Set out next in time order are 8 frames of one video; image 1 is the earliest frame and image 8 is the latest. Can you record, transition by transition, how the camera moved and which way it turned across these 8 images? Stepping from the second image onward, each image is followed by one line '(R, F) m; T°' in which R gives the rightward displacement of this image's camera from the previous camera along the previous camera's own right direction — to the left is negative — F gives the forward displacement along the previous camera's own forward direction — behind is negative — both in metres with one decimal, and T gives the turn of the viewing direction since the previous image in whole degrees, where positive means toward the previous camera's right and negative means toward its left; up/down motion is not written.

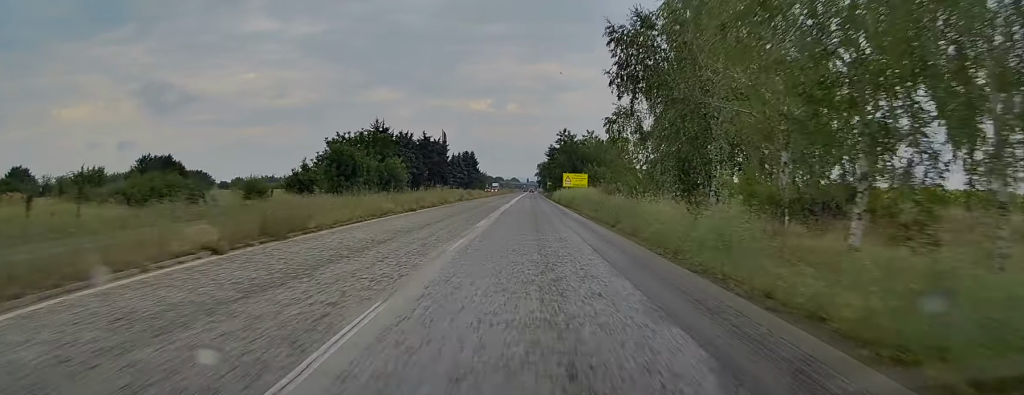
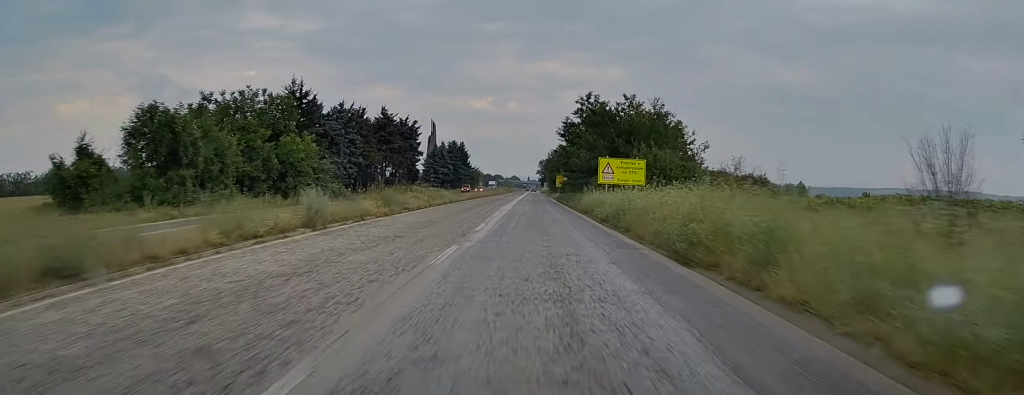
(0.0, +38.7) m; 0°
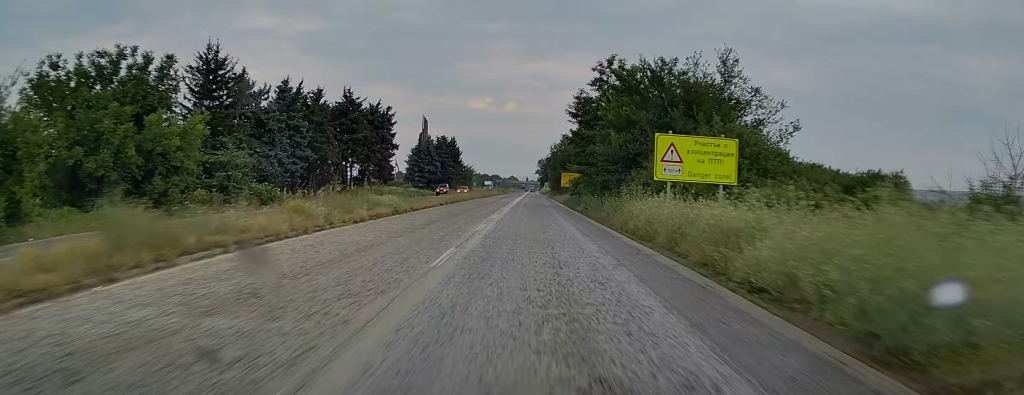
(0.0, +18.6) m; 0°
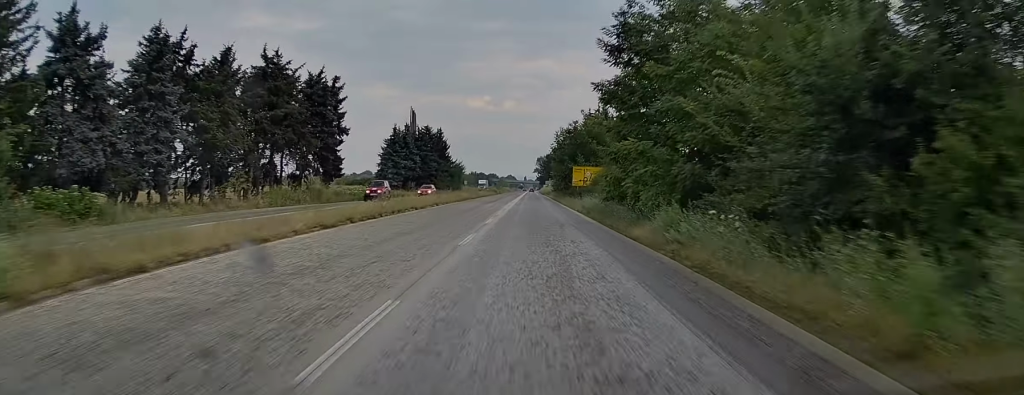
(0.0, +23.1) m; 0°
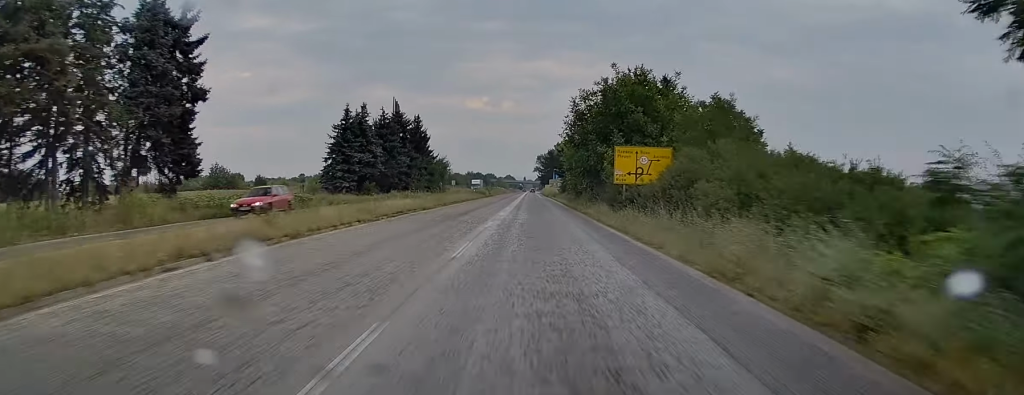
(+0.1, +28.2) m; 0°
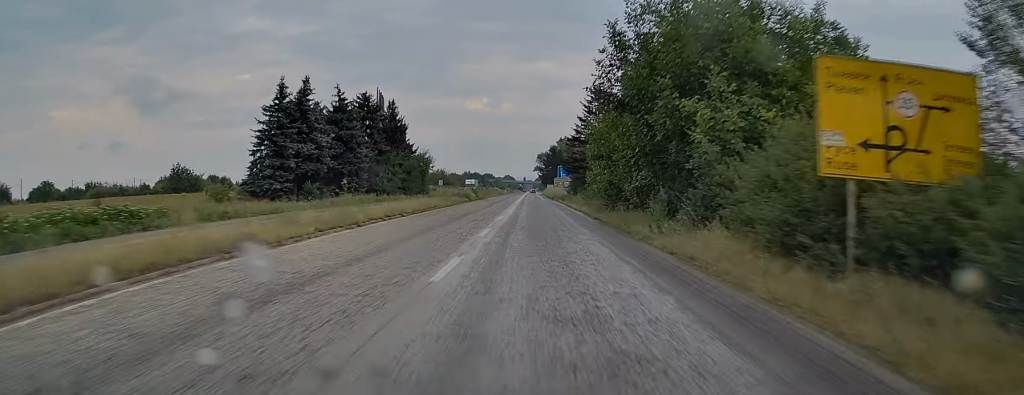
(0.0, +21.4) m; +1°
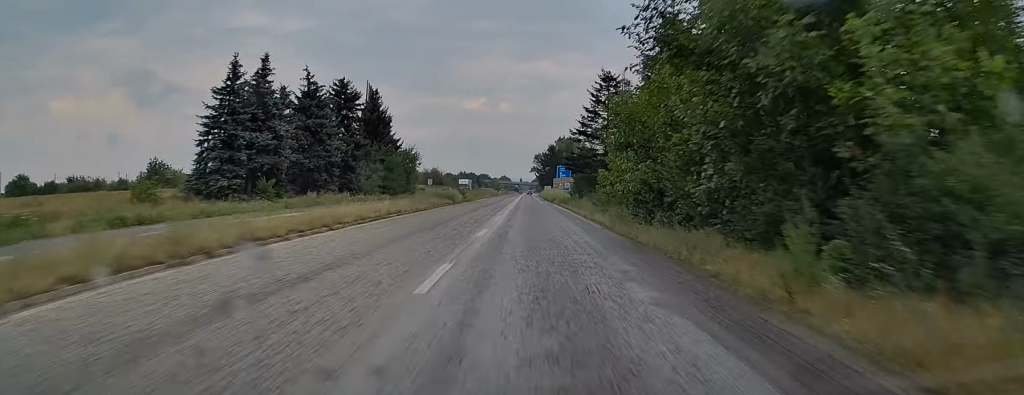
(0.0, +9.5) m; 0°
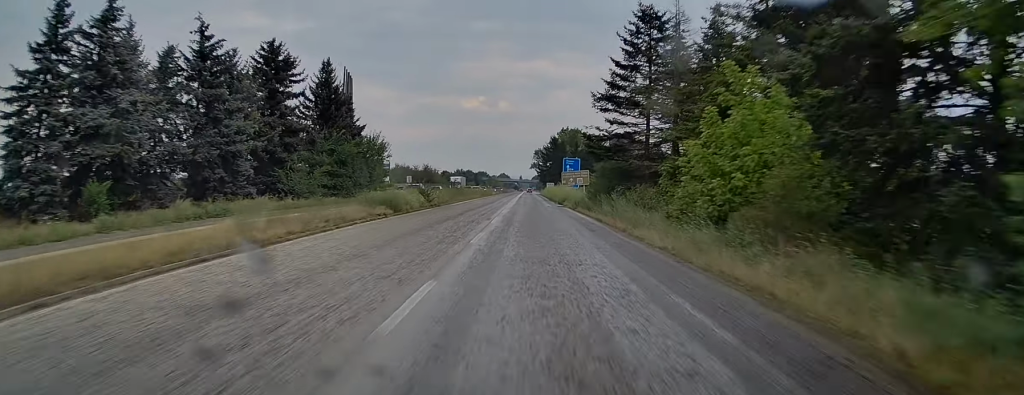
(+0.2, +20.4) m; 0°
